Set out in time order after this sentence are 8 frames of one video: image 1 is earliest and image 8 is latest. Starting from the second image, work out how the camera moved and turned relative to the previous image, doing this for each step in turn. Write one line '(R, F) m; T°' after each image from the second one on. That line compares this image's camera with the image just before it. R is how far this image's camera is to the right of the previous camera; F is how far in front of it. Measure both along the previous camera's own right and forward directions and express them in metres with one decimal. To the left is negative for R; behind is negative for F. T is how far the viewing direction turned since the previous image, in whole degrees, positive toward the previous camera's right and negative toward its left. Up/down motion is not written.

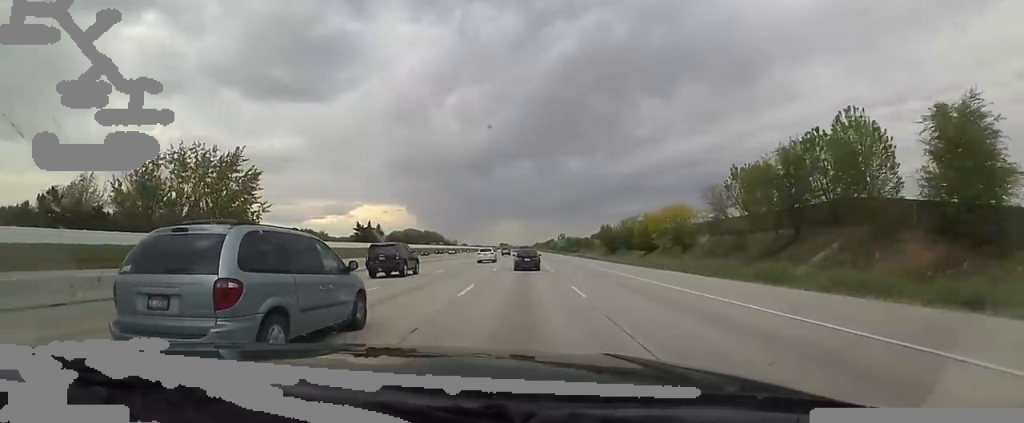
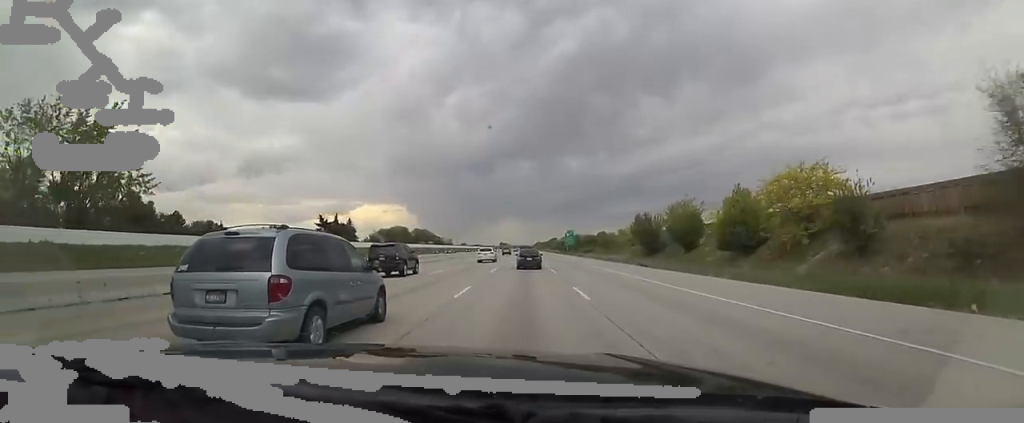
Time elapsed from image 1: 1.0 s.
(0.0, +30.7) m; 0°
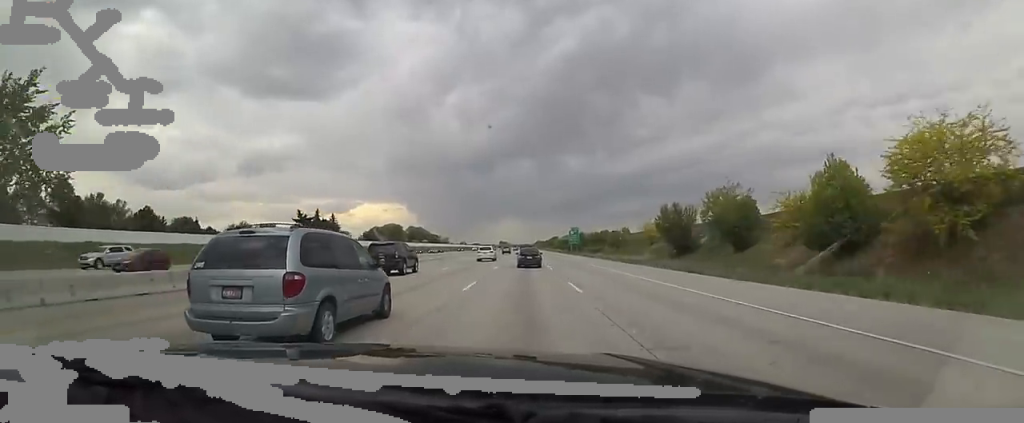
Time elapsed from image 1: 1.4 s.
(0.0, +13.7) m; 0°
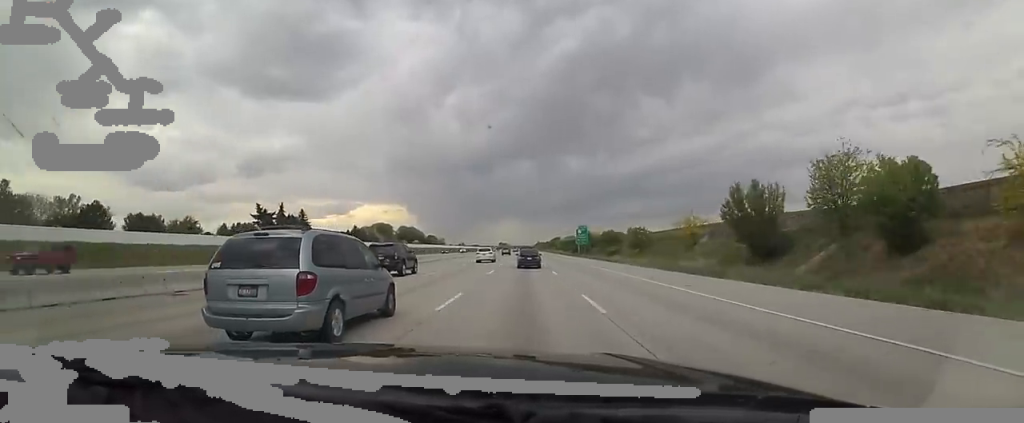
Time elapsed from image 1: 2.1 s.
(0.0, +20.2) m; 0°
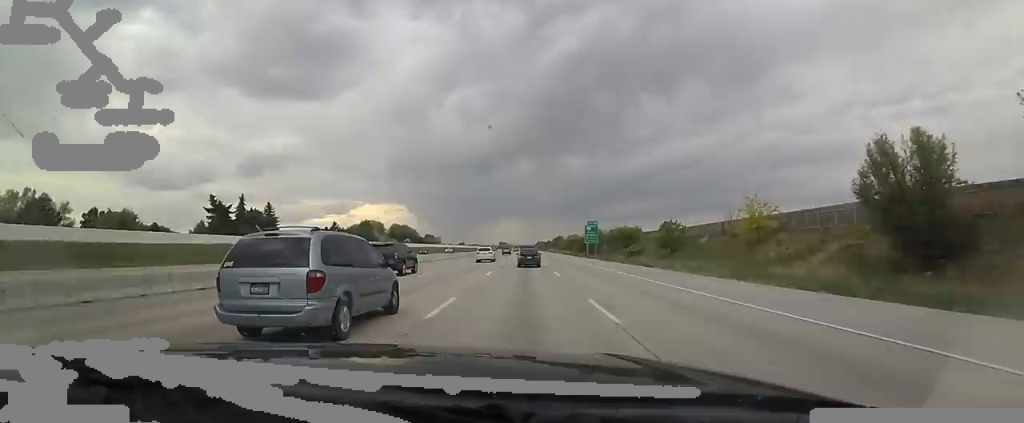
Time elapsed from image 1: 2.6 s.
(0.0, +17.5) m; 0°
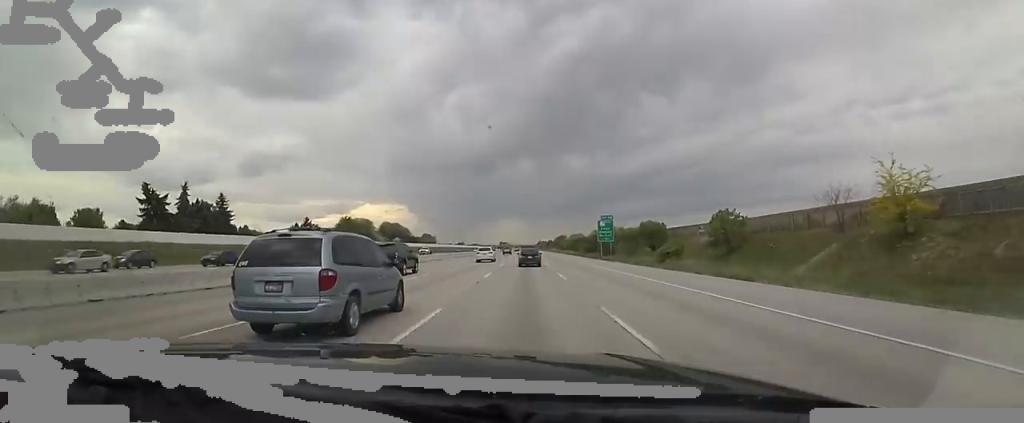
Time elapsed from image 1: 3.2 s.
(0.0, +18.5) m; 0°
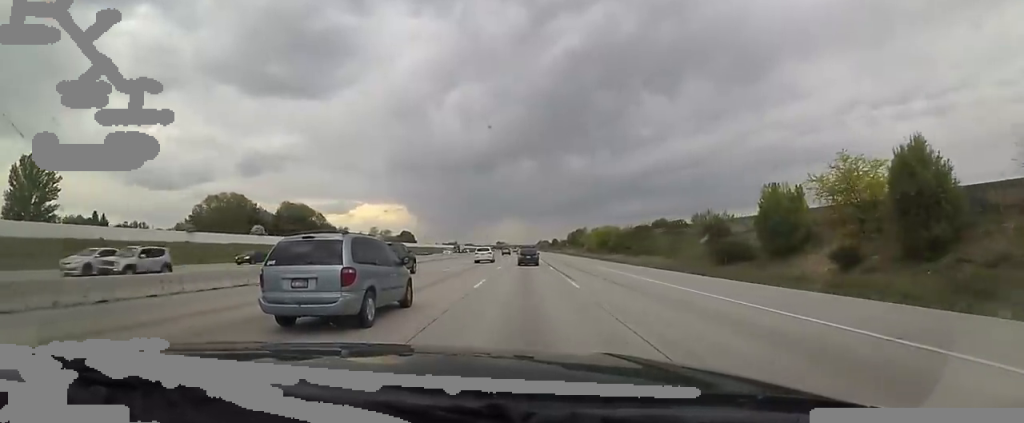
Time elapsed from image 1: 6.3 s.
(0.0, +97.6) m; 0°
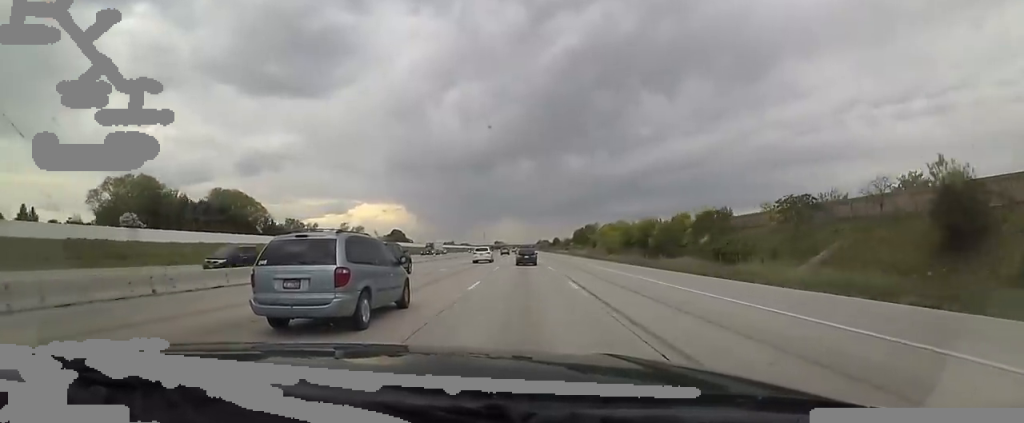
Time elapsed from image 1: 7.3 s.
(0.0, +30.5) m; 0°
